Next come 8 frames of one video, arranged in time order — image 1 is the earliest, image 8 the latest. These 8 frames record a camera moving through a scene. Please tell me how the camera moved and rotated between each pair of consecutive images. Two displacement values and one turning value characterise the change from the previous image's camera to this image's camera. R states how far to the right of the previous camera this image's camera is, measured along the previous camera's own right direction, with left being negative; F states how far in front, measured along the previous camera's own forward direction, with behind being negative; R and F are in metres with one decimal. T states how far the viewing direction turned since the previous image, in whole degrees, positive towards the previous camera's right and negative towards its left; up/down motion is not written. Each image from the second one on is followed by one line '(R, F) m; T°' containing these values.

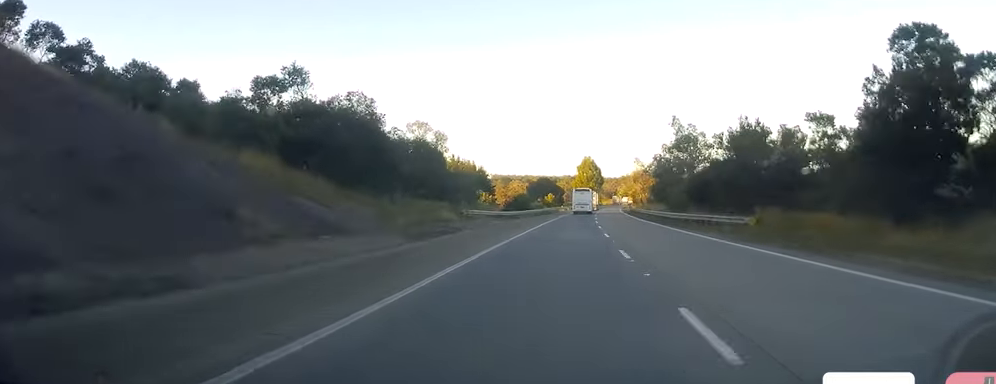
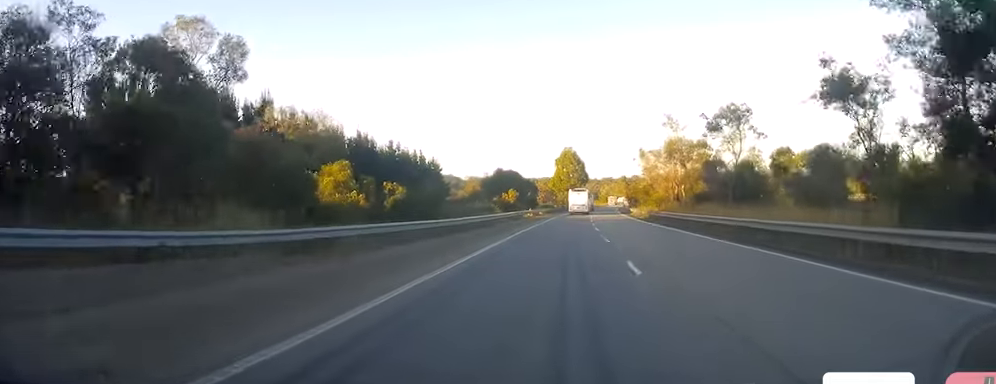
(+1.1, +52.1) m; +2°
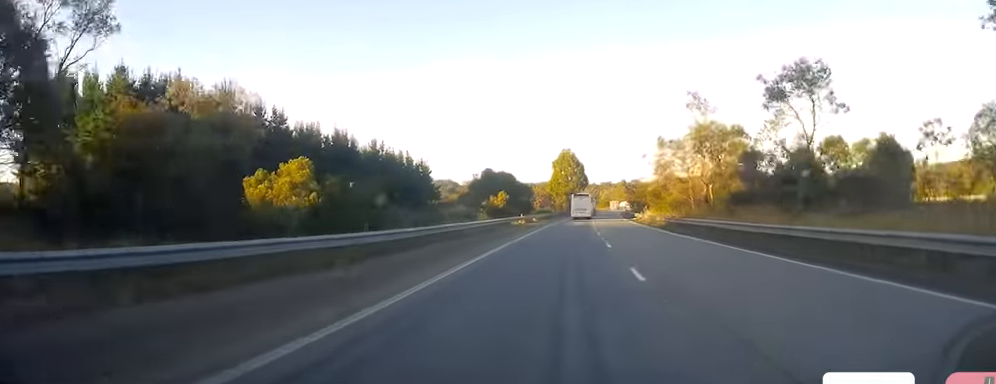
(+0.2, +12.5) m; 0°
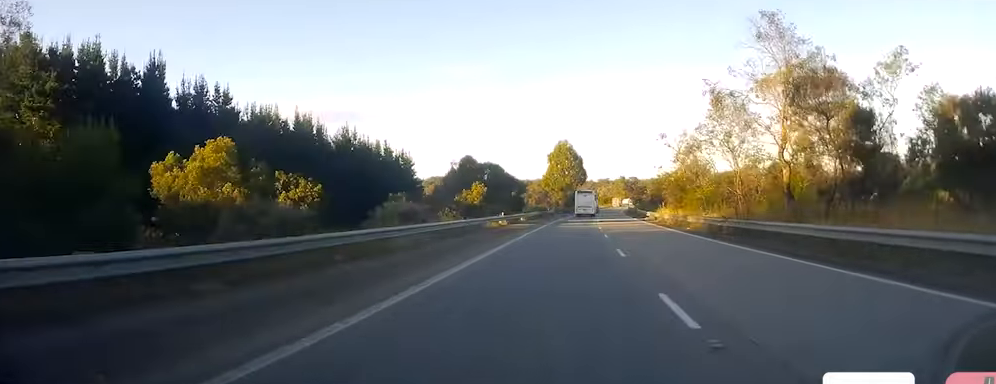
(0.0, +17.3) m; 0°
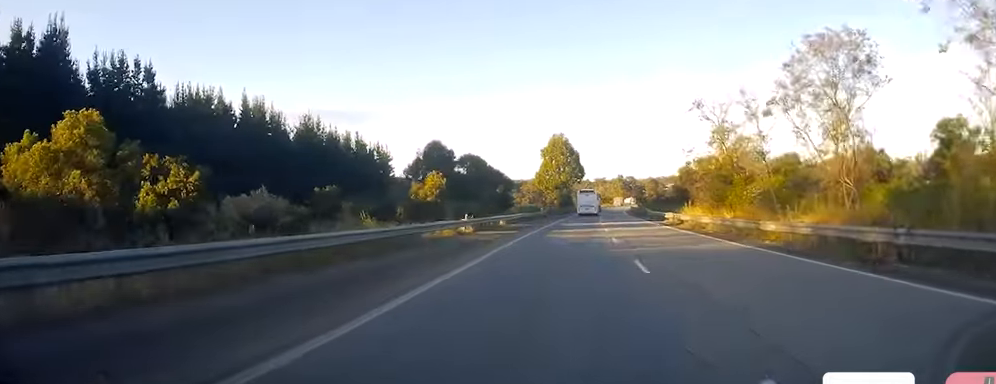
(-0.4, +17.3) m; 0°
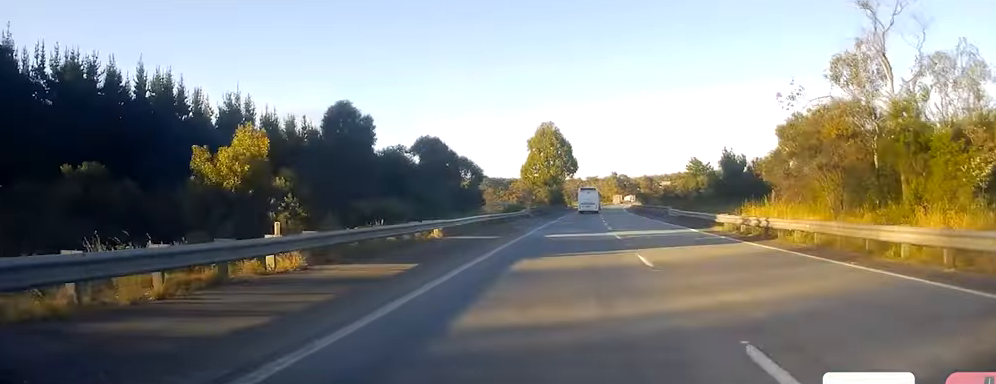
(+0.3, +23.1) m; +2°
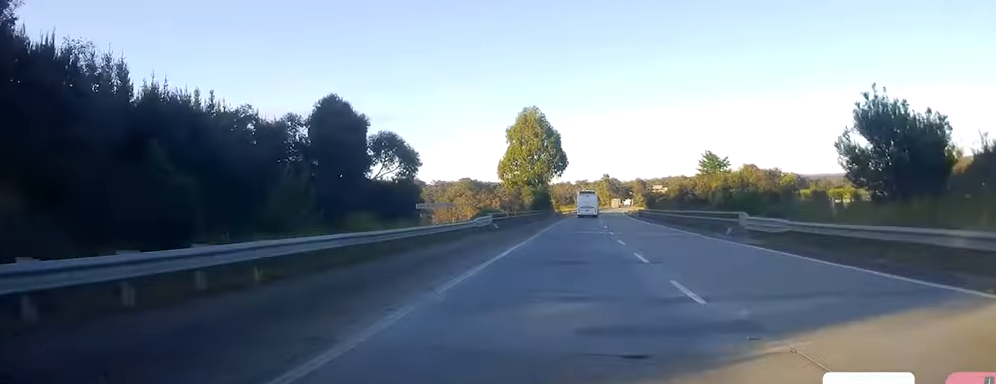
(+0.6, +27.0) m; +1°
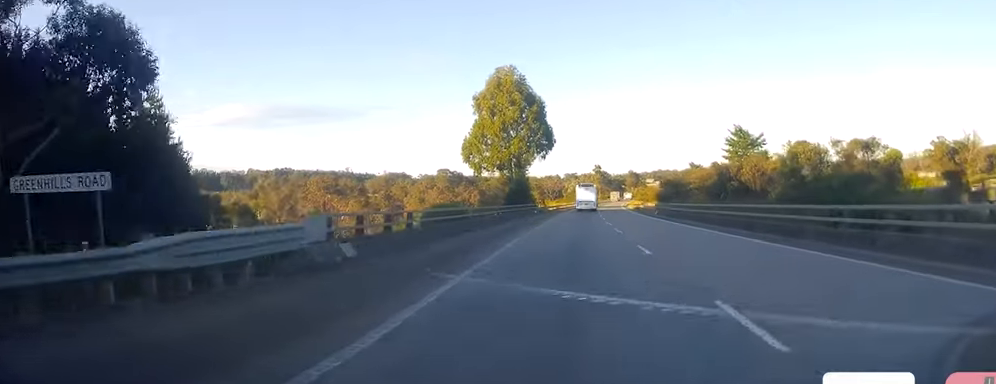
(+0.1, +30.0) m; 0°
